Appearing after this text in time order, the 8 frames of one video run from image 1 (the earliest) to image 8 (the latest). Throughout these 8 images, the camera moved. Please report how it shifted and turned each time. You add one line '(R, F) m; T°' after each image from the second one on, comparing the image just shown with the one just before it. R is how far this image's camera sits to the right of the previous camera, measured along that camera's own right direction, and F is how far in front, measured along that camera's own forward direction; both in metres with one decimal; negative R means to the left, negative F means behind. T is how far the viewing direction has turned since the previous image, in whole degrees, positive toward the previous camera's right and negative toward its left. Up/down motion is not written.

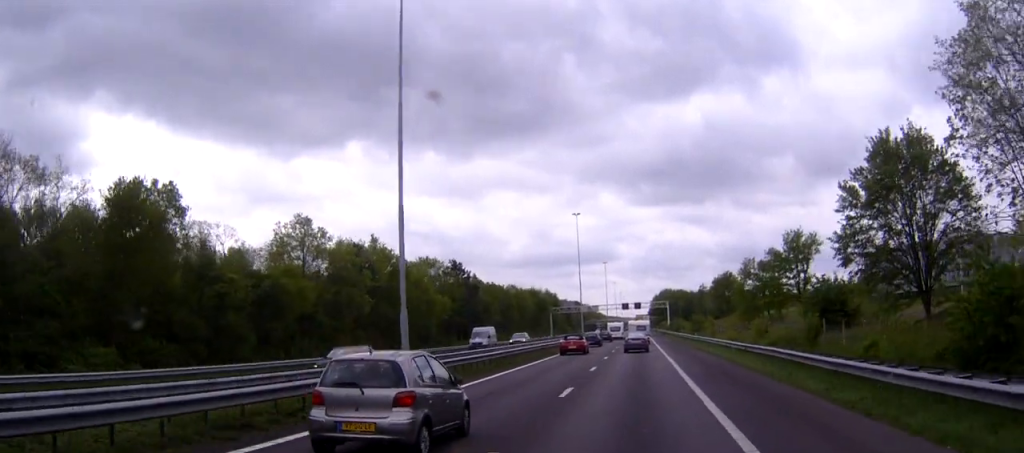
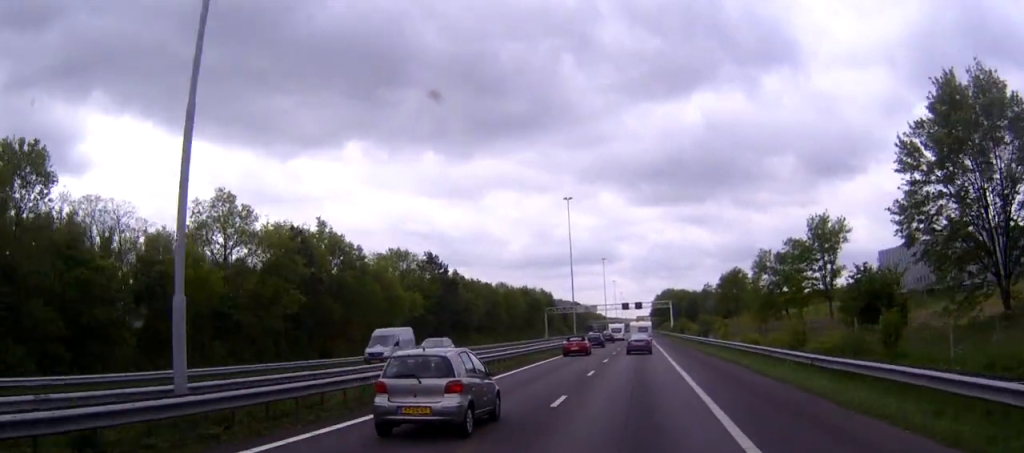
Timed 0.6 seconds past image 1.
(0.0, +13.8) m; 0°
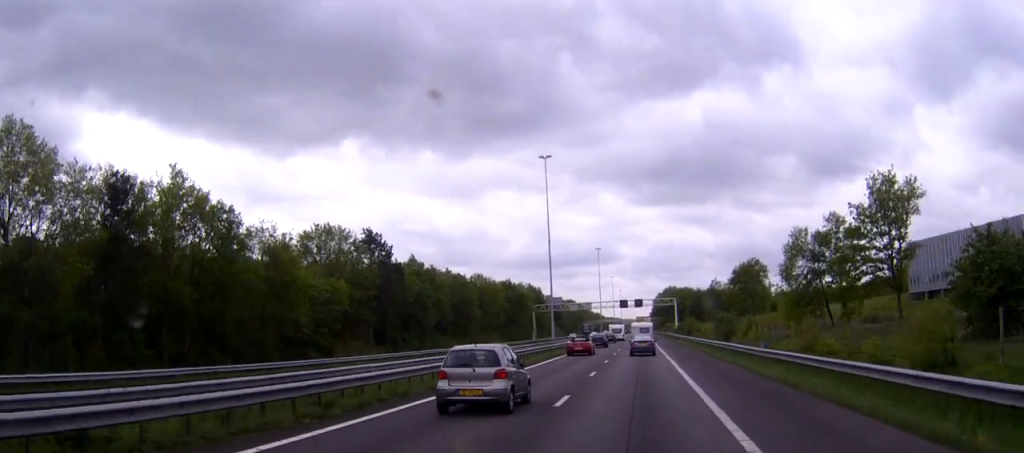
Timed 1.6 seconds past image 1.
(-0.1, +23.0) m; -1°
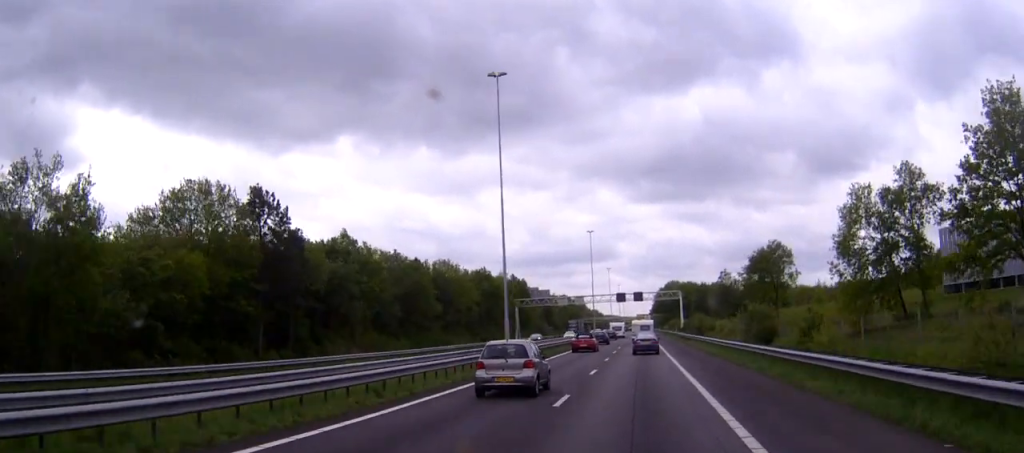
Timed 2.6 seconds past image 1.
(-0.1, +23.7) m; 0°
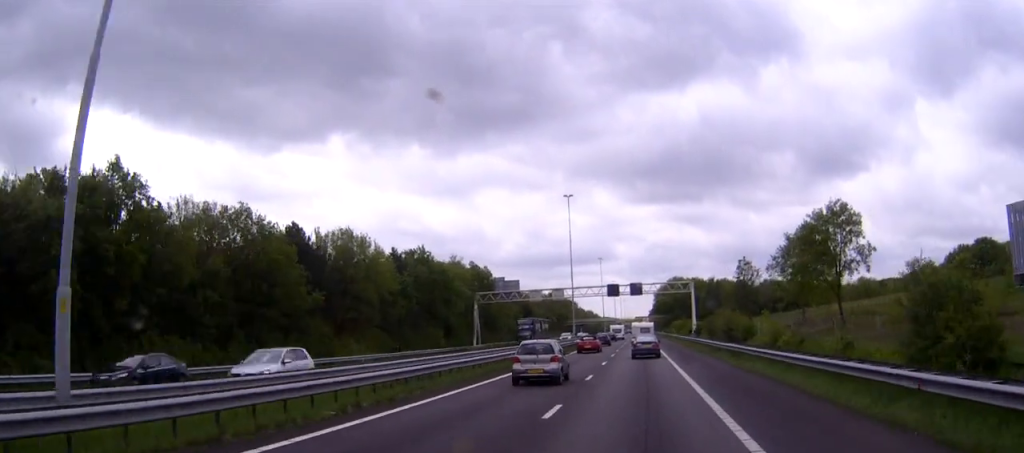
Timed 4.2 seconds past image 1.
(+0.3, +36.7) m; +1°
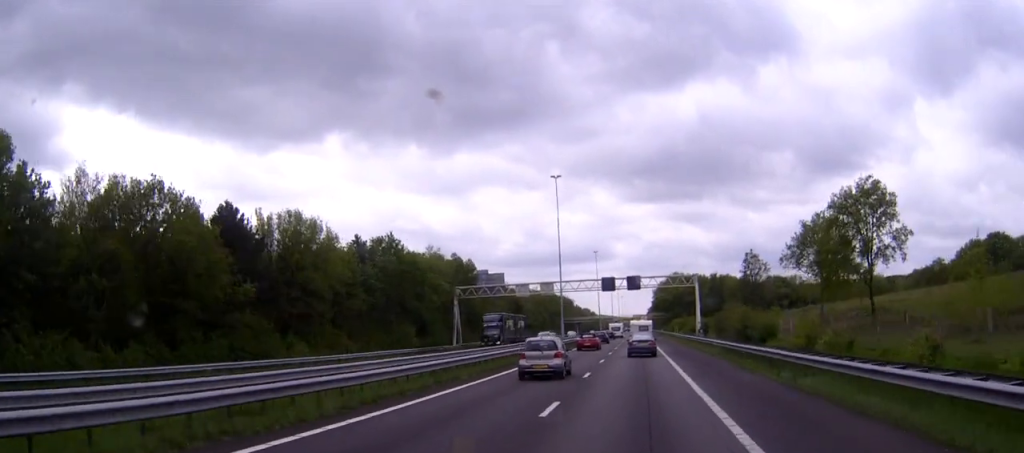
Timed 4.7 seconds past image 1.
(0.0, +11.5) m; 0°
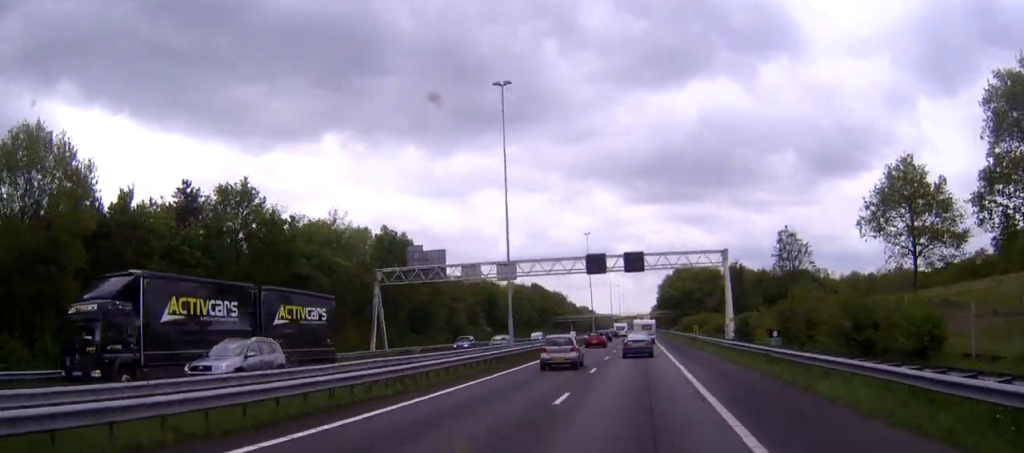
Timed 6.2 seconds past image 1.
(-0.1, +33.0) m; 0°
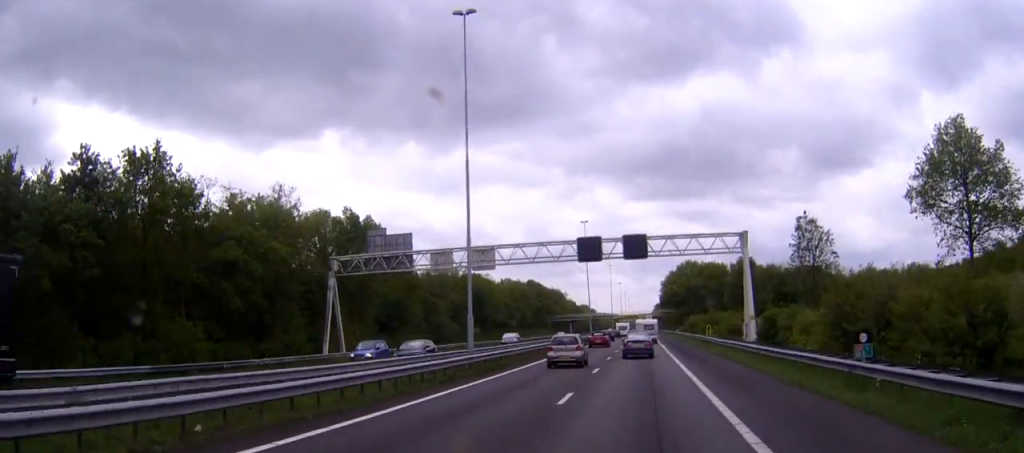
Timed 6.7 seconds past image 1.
(+0.1, +11.4) m; 0°
